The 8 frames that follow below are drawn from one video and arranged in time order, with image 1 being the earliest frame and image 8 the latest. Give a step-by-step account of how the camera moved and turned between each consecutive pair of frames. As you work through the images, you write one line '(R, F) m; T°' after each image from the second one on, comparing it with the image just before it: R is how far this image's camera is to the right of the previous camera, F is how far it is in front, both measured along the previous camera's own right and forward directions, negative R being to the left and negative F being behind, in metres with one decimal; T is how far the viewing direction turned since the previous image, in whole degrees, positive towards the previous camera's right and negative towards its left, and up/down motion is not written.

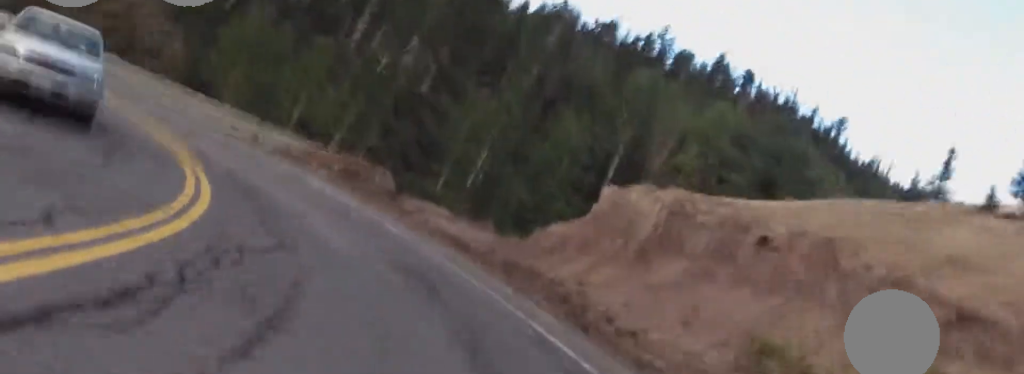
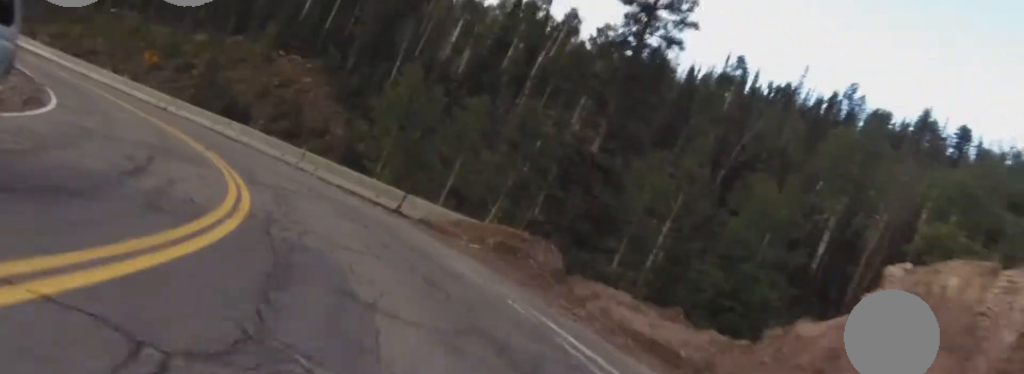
(-1.1, +5.8) m; -13°
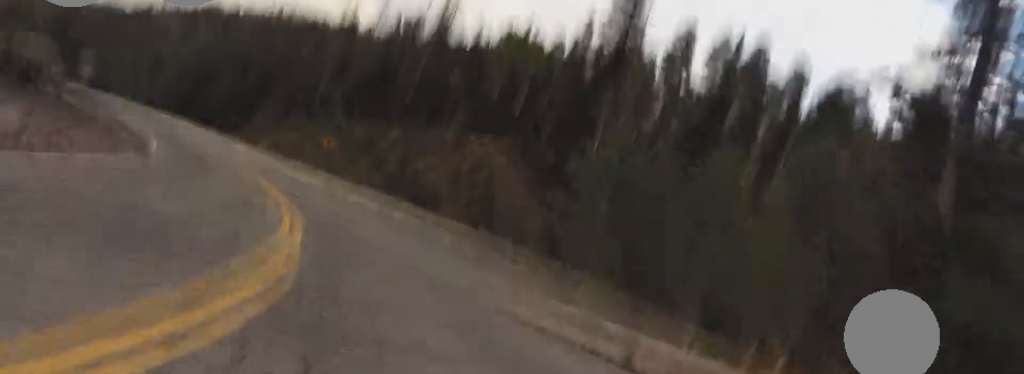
(-1.6, +9.2) m; -16°
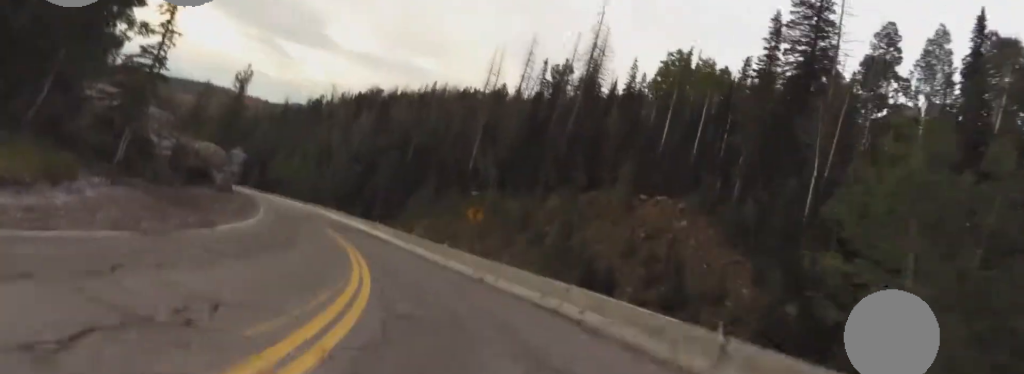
(-0.8, +8.6) m; -9°
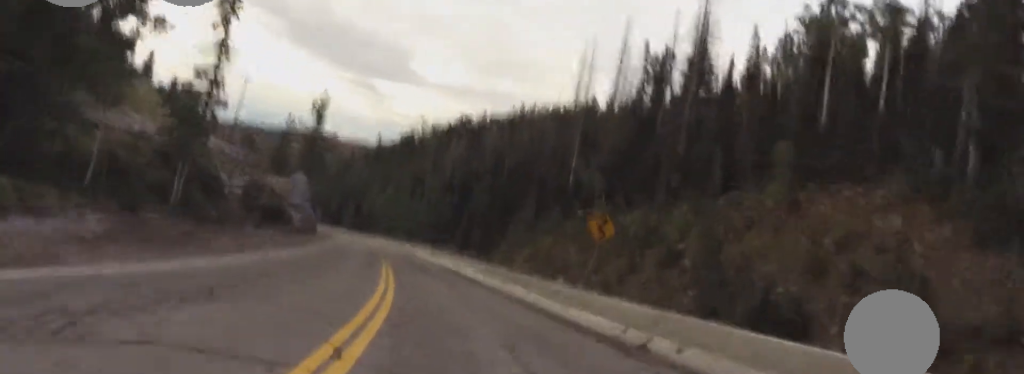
(-0.8, +11.9) m; -9°
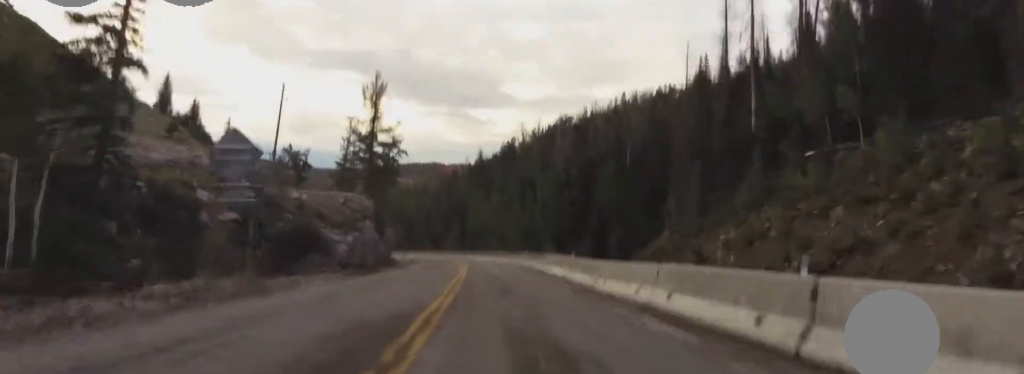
(-8.8, +31.1) m; -18°
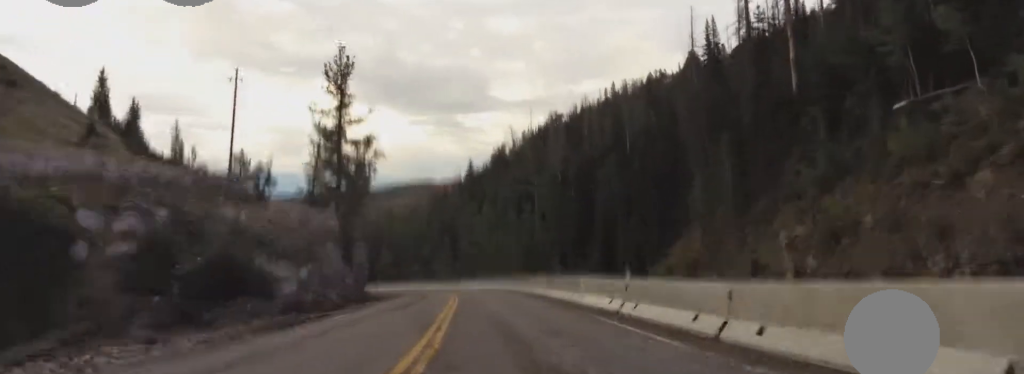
(+0.5, +11.3) m; +3°
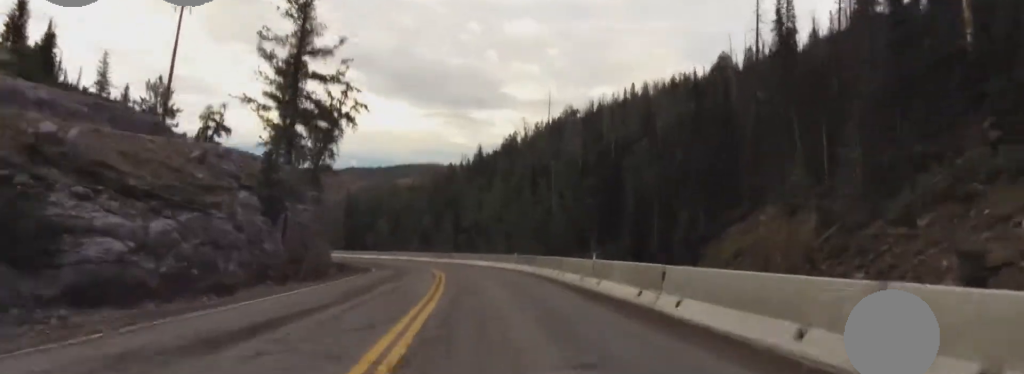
(+0.2, +17.3) m; -4°
